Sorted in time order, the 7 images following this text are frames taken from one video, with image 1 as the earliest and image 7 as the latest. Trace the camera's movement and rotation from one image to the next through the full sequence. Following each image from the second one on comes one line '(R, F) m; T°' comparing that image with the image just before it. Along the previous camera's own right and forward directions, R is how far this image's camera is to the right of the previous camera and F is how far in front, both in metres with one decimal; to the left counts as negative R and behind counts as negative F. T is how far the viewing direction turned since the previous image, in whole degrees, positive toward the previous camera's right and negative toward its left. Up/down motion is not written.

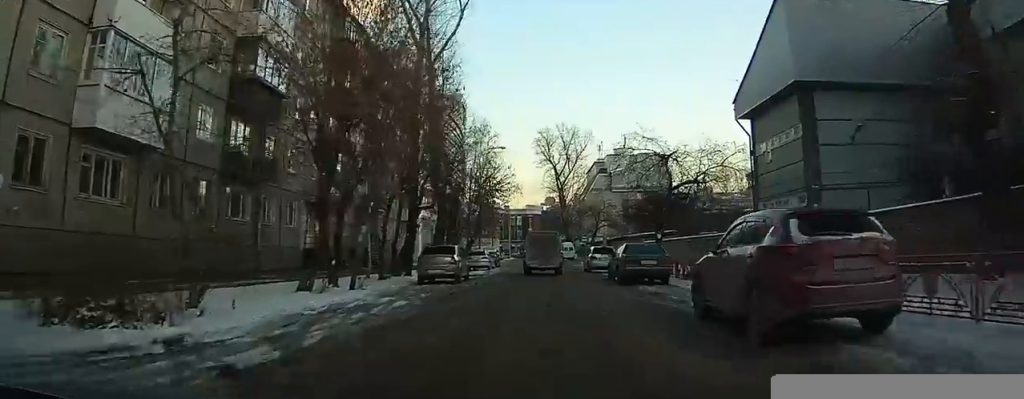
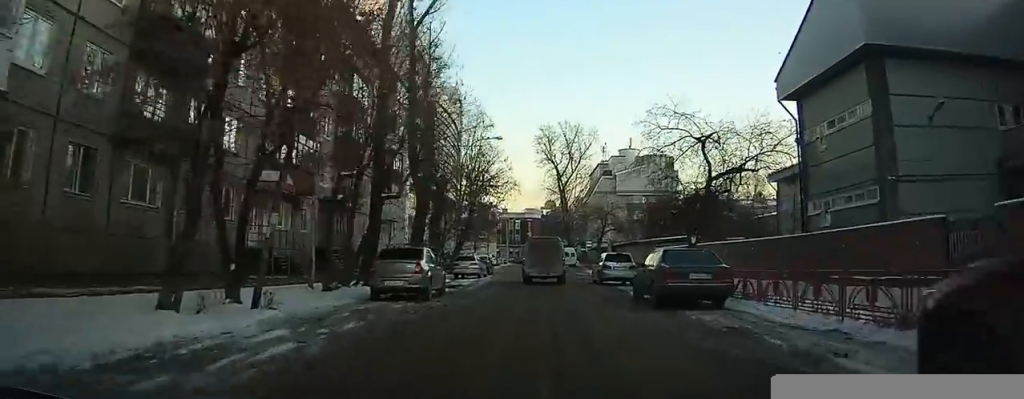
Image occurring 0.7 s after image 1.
(-0.2, +7.5) m; 0°
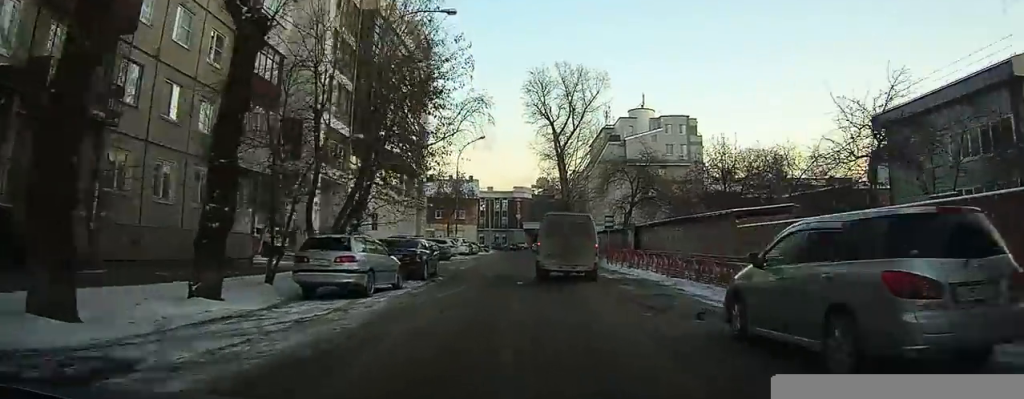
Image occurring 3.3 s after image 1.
(+0.8, +25.5) m; +2°
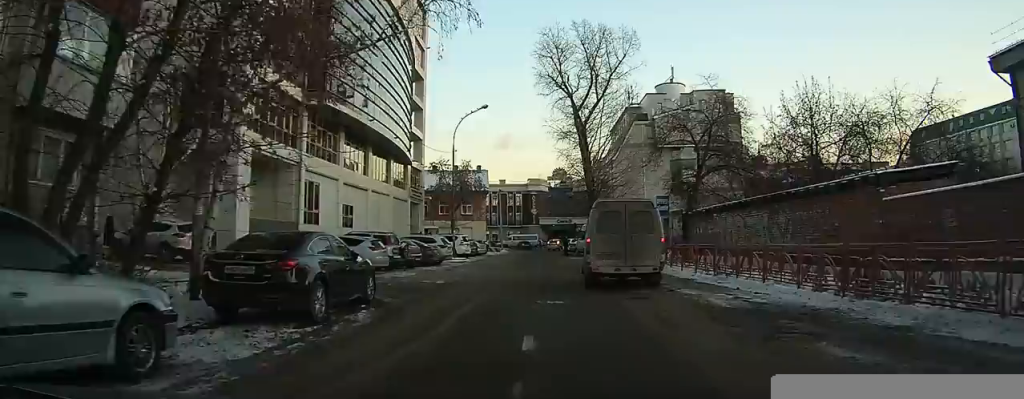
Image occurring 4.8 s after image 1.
(0.0, +12.9) m; 0°
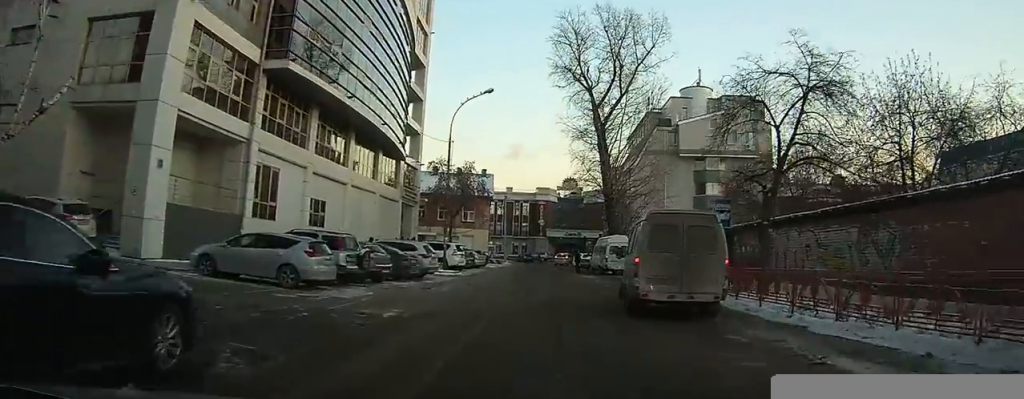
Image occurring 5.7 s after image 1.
(+0.1, +7.7) m; +2°
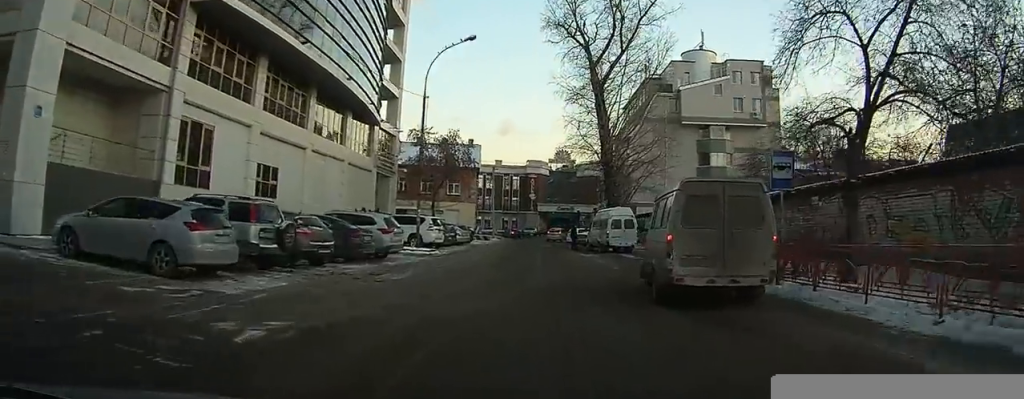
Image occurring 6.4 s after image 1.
(+0.2, +6.0) m; 0°
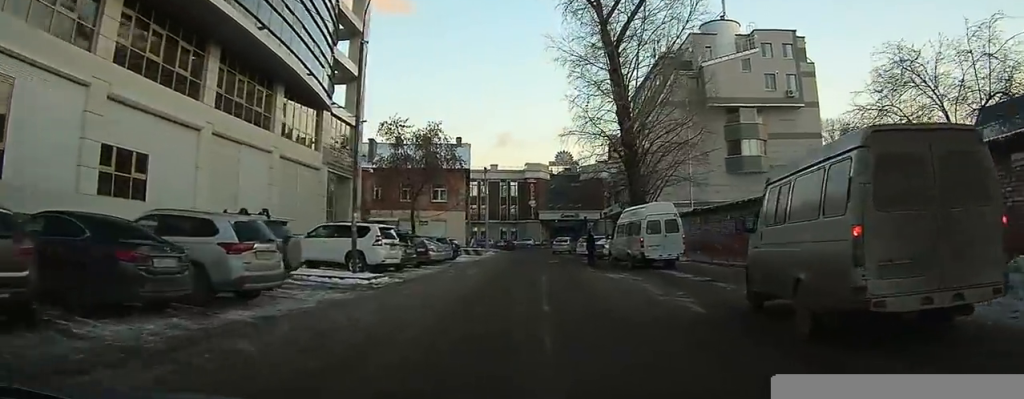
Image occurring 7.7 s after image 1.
(-0.1, +11.2) m; -1°
